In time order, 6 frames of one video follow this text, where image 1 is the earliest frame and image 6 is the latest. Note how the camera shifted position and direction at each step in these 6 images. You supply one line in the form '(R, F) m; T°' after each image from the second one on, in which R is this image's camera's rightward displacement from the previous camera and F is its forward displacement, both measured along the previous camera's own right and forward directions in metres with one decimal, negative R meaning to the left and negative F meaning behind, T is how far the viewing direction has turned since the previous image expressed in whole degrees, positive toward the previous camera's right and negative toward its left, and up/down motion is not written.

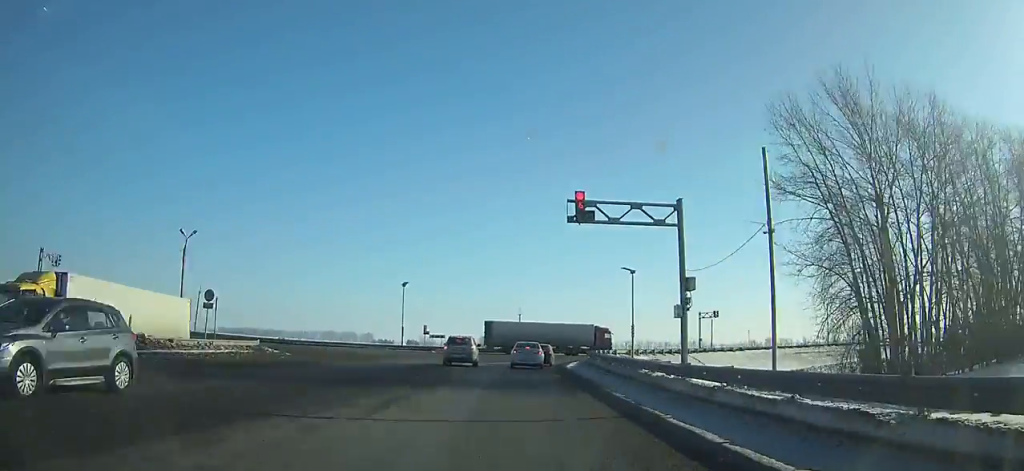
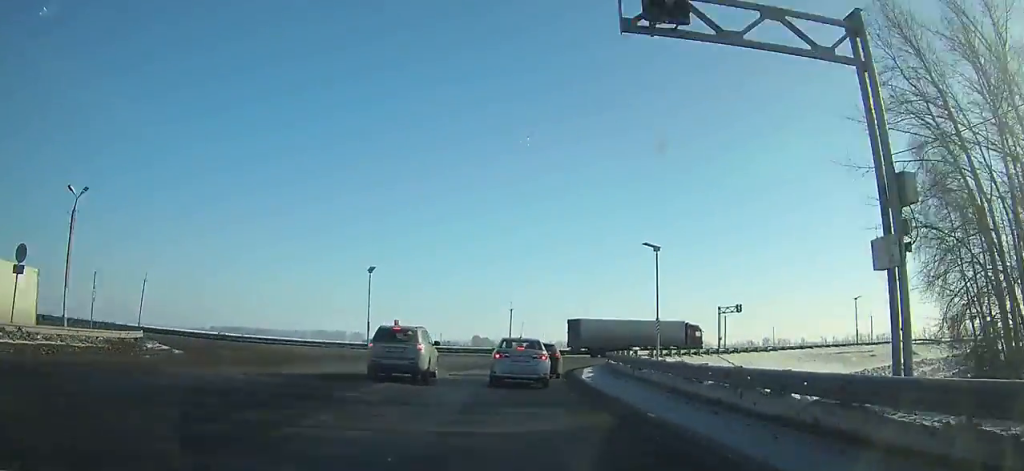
(0.0, +11.0) m; +1°
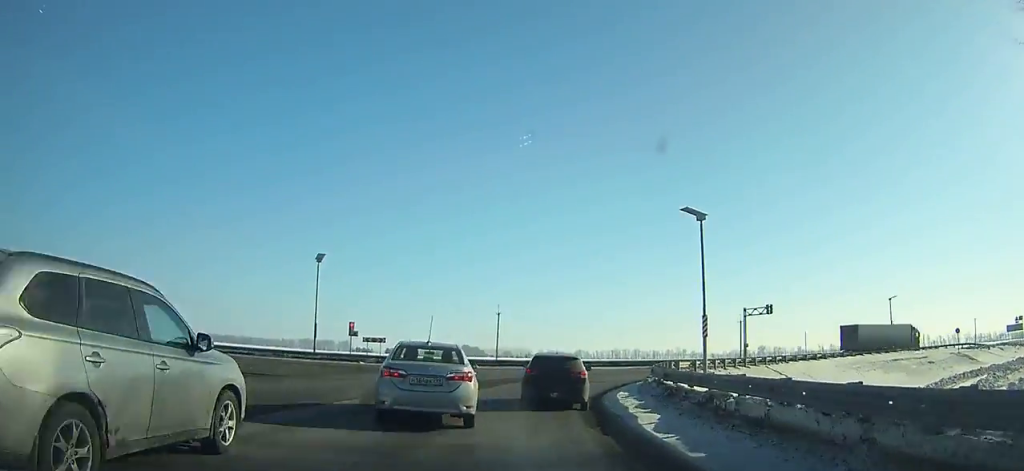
(+0.5, +24.5) m; +7°
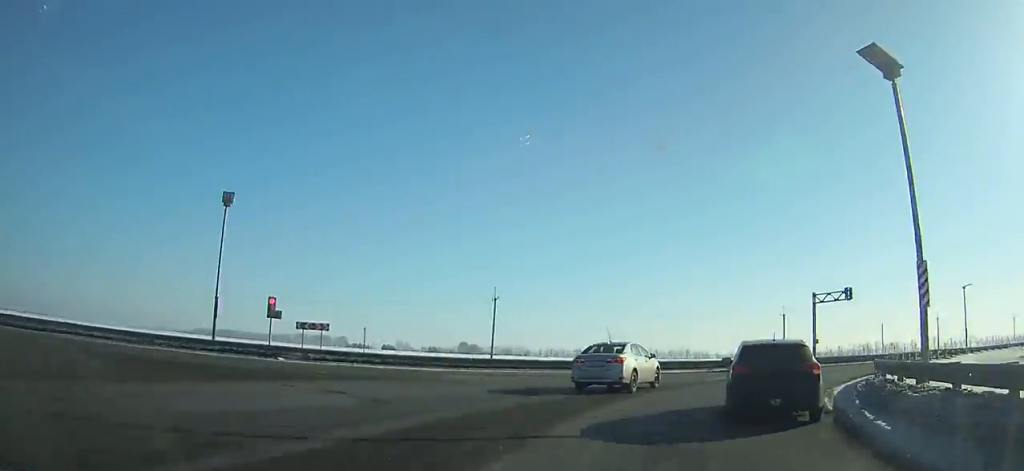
(+2.9, +19.4) m; +22°
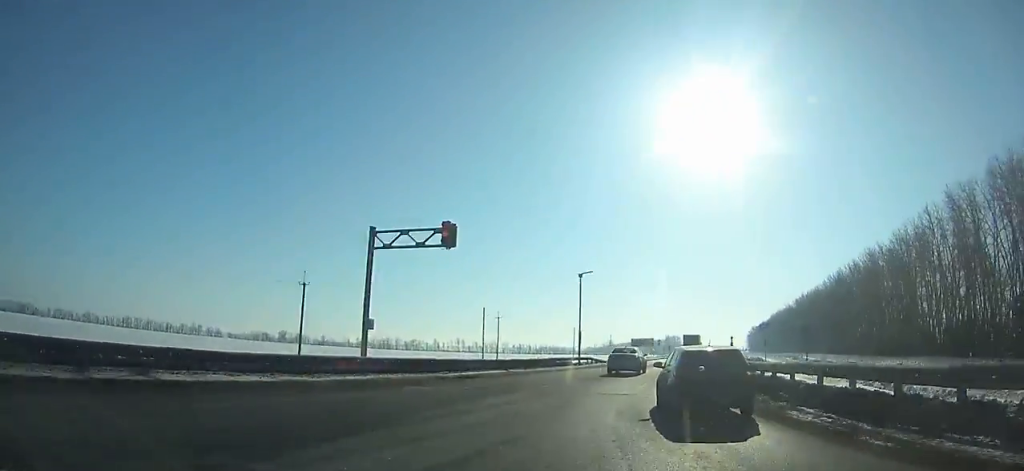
(+9.7, +32.1) m; +27°
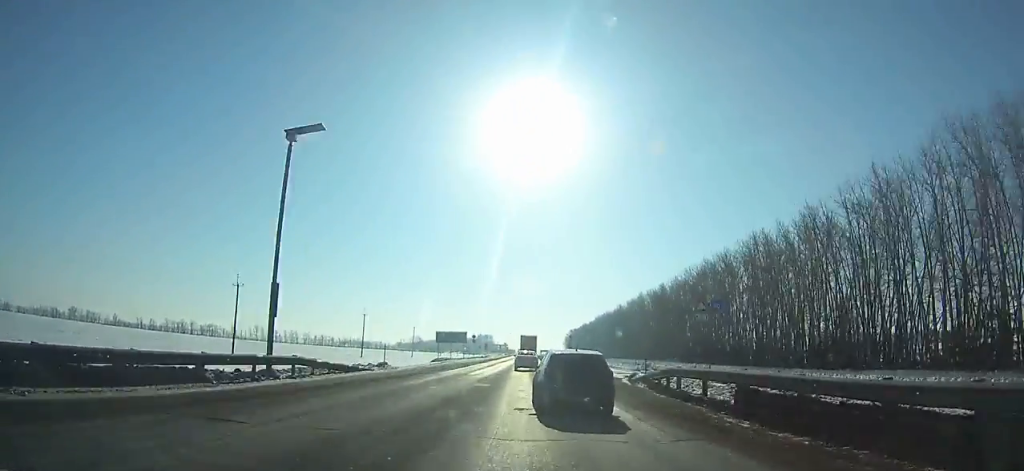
(+4.9, +37.7) m; +9°
